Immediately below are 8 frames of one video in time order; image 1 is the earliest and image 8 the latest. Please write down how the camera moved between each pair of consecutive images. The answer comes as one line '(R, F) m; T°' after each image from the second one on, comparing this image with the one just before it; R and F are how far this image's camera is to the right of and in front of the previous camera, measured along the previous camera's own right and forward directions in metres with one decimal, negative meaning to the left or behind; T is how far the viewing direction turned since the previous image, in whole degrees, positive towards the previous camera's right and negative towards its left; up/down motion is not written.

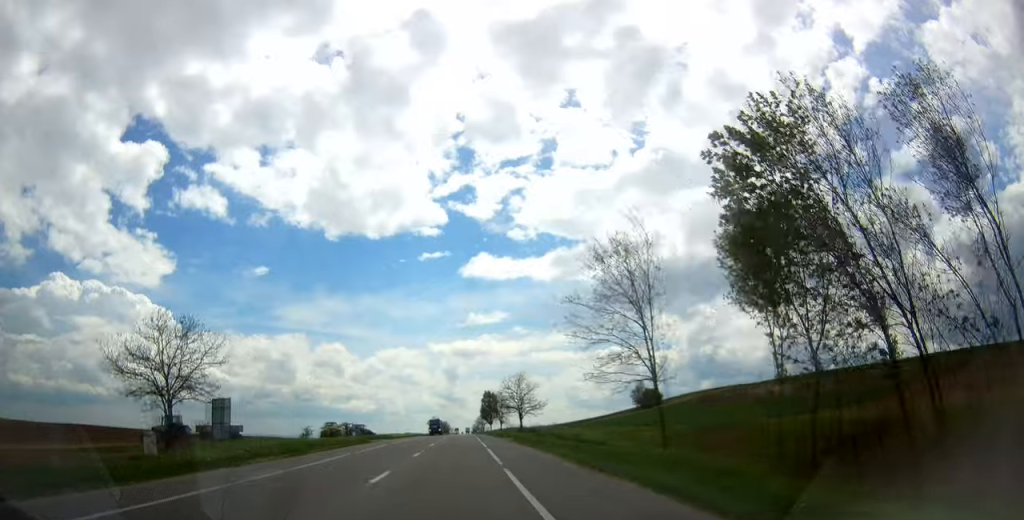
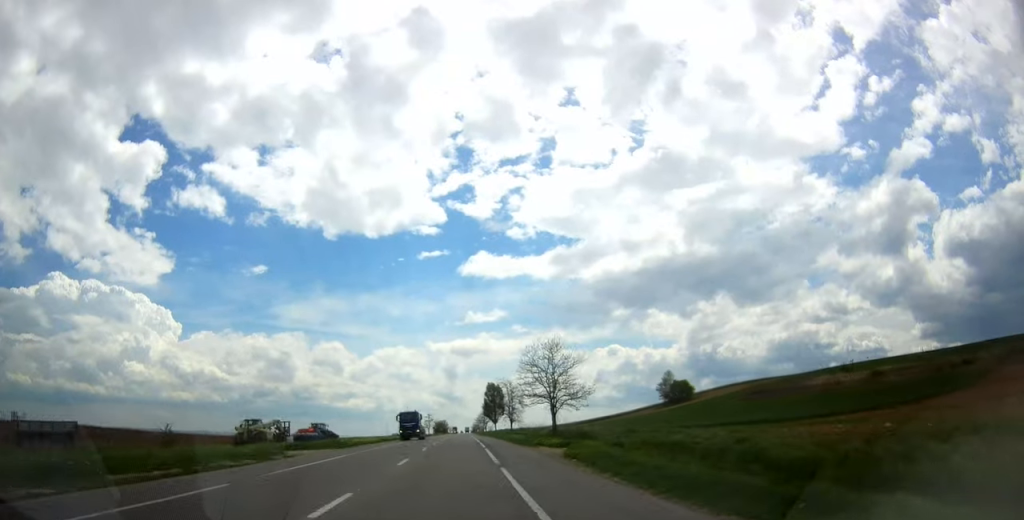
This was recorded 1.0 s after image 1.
(0.0, +28.8) m; 0°
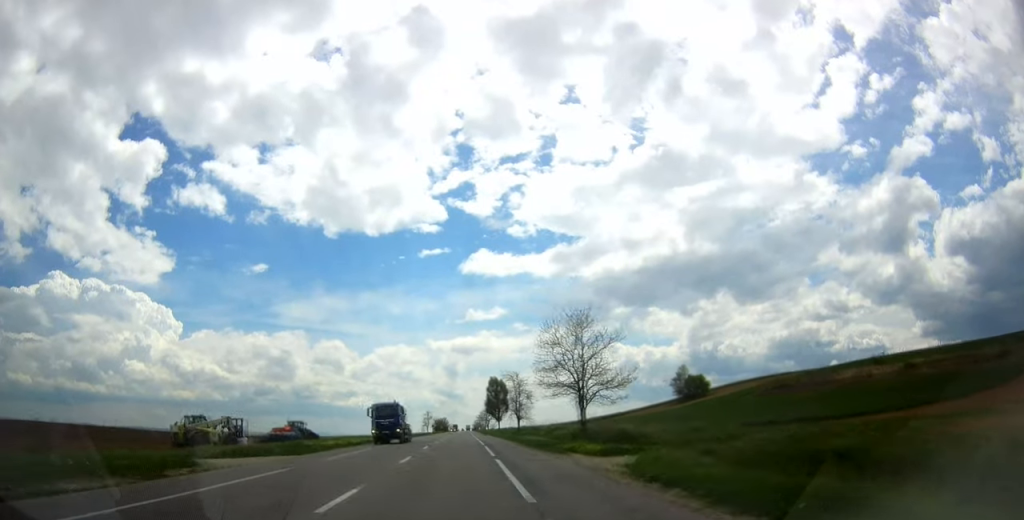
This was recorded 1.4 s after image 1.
(0.0, +11.0) m; 0°
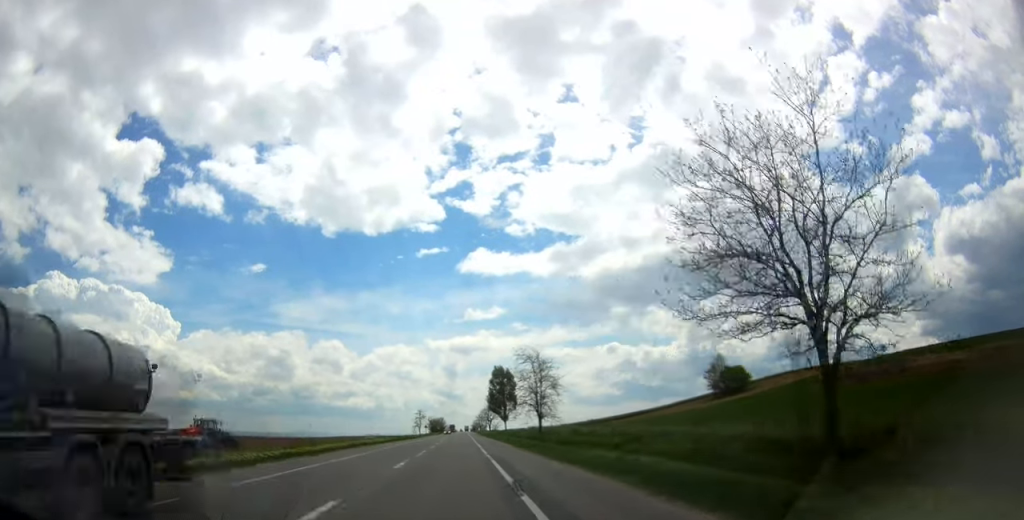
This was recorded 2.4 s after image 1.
(-0.3, +25.2) m; 0°
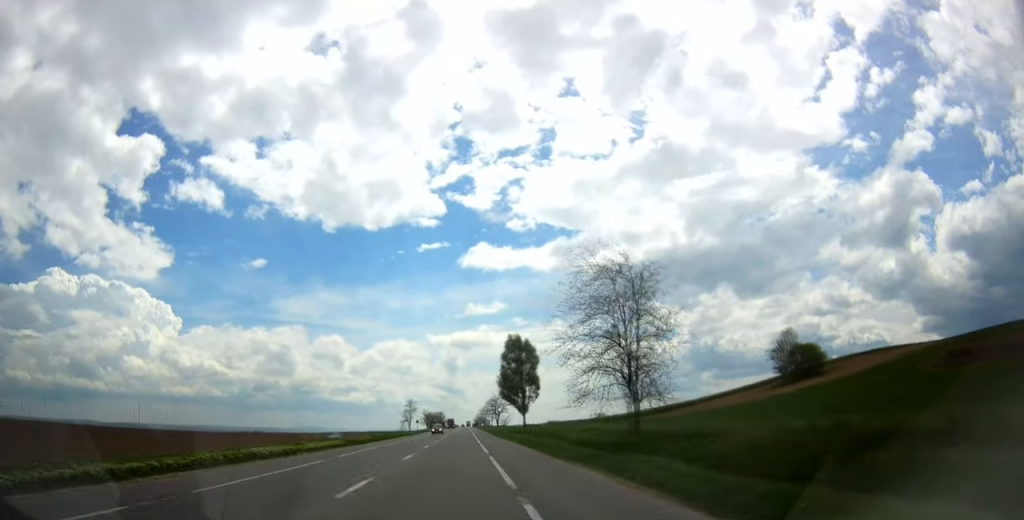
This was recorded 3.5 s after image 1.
(+0.3, +31.7) m; +1°
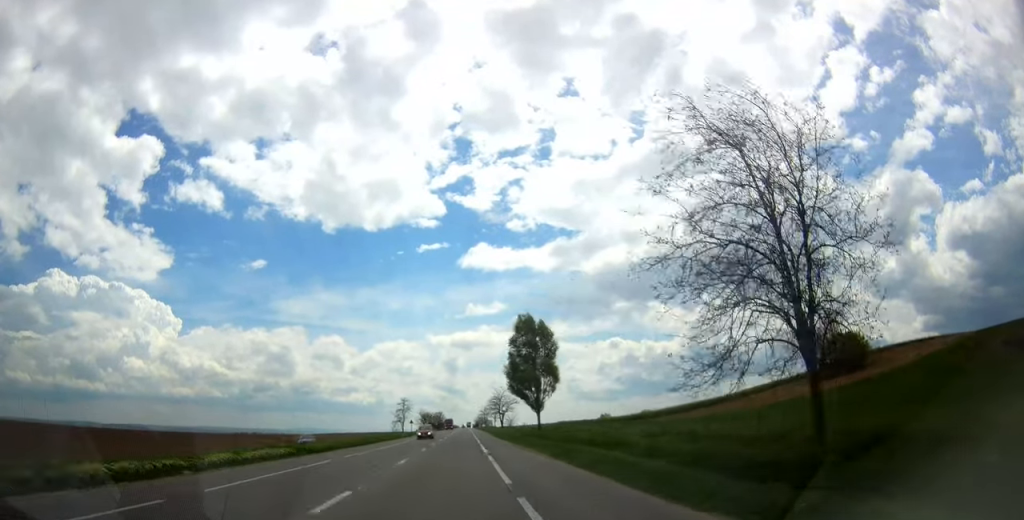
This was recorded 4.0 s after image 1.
(0.0, +14.3) m; 0°
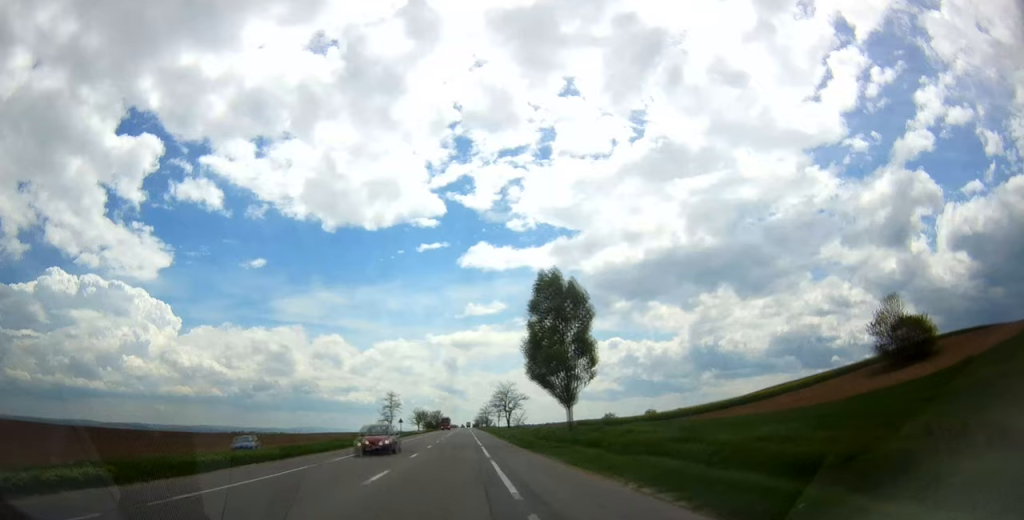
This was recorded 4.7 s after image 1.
(0.0, +17.6) m; 0°
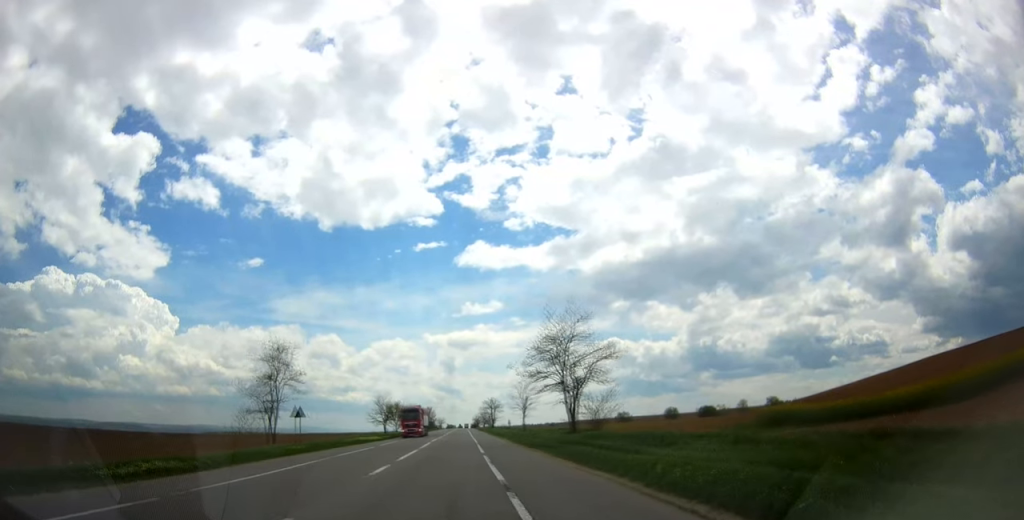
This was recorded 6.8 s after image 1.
(-0.5, +57.2) m; 0°
